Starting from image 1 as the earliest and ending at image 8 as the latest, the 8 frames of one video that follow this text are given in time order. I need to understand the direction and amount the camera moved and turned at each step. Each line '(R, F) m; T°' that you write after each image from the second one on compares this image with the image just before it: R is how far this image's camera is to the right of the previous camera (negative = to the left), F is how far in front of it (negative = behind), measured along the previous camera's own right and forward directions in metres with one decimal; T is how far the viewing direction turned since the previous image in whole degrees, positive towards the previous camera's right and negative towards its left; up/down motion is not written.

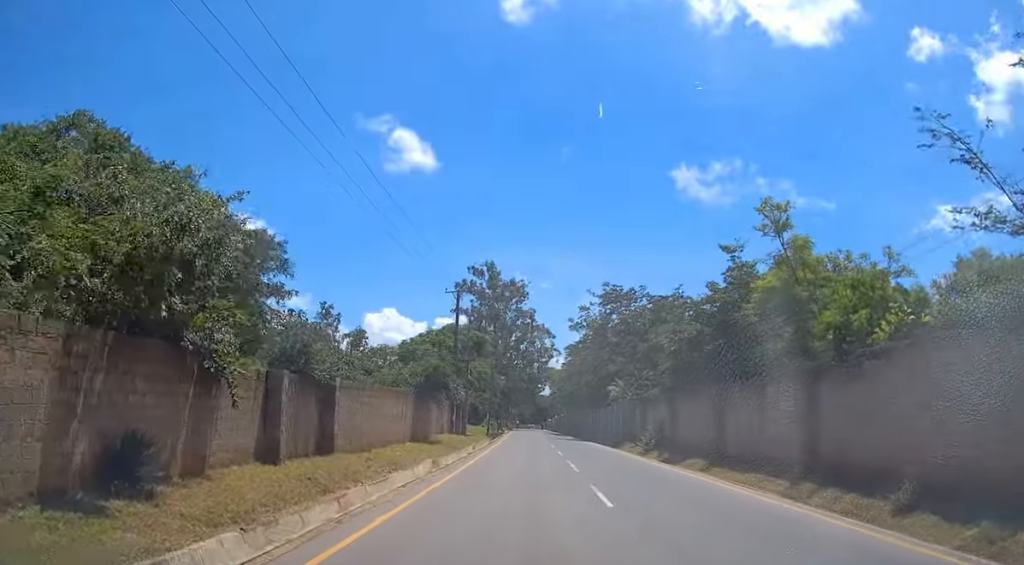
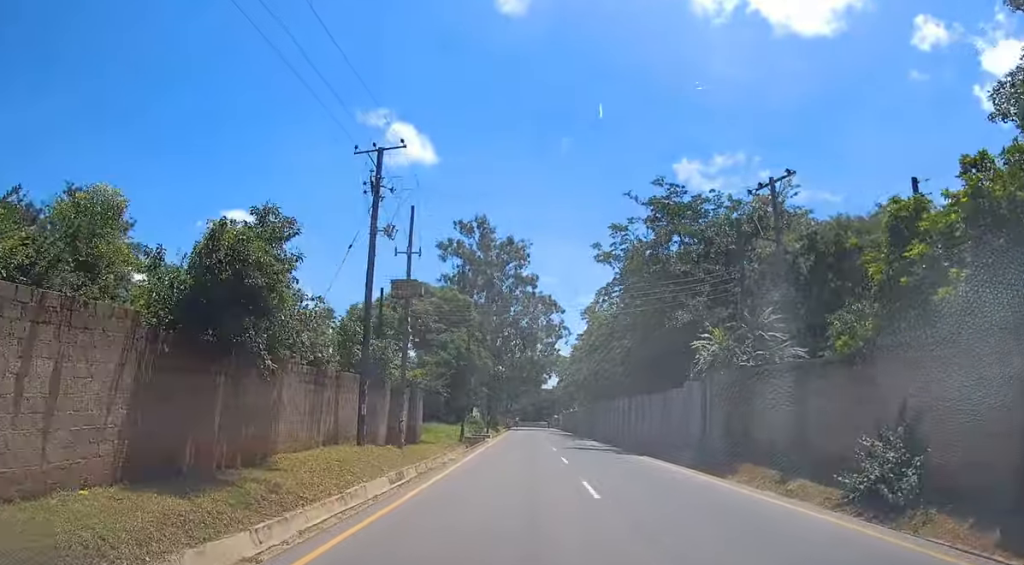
(-0.2, +26.2) m; 0°
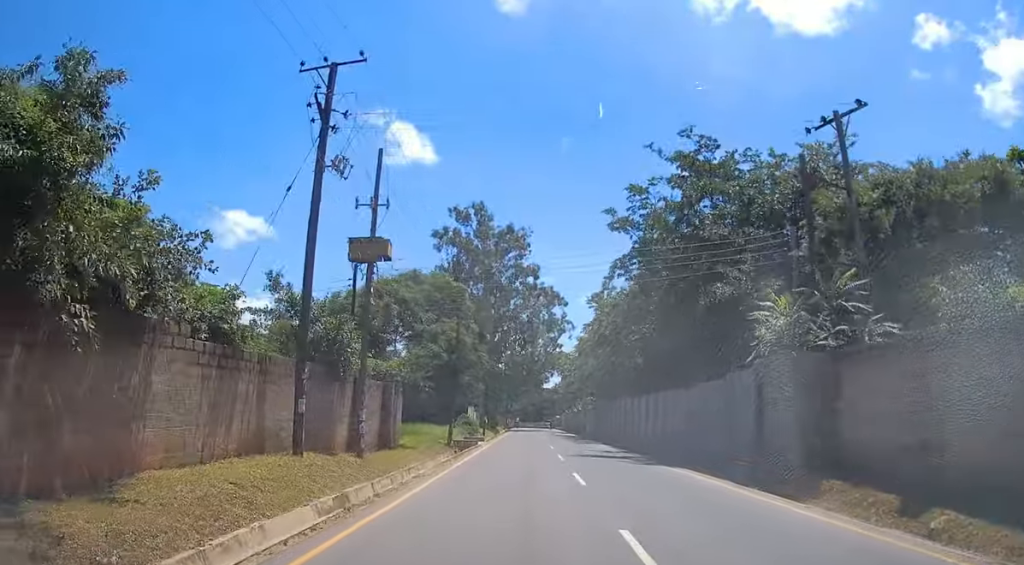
(0.0, +6.3) m; 0°
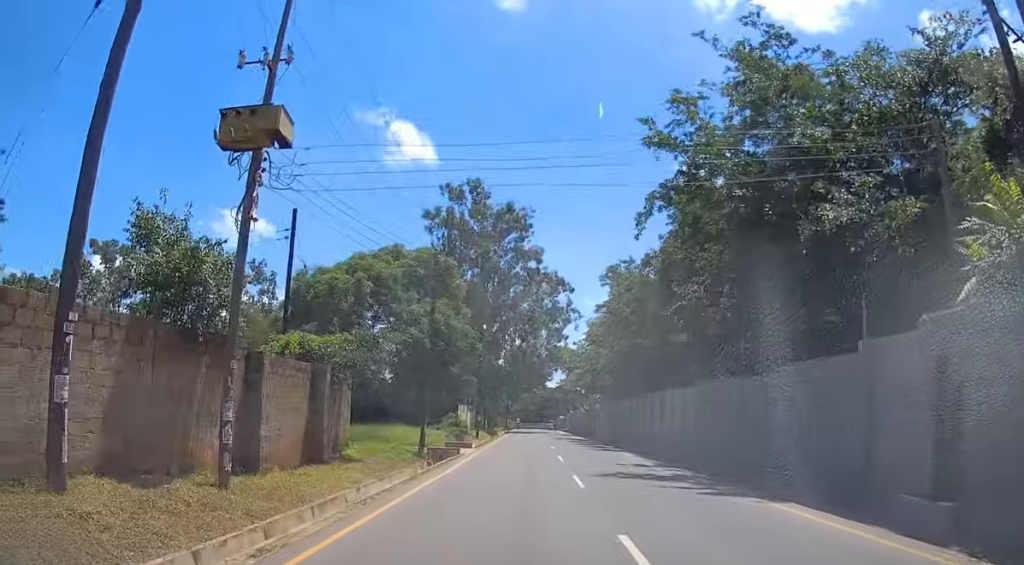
(0.0, +9.3) m; 0°
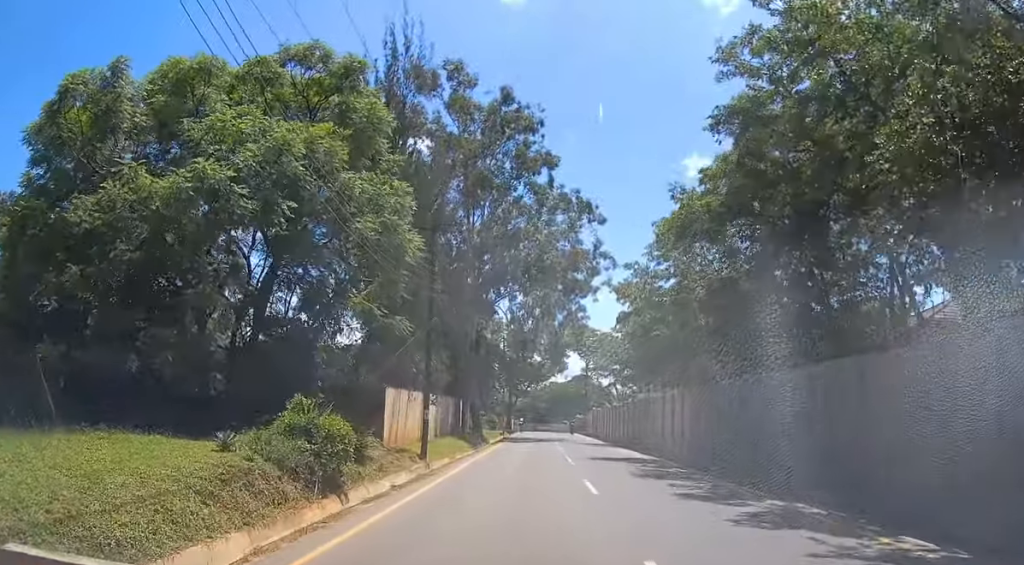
(0.0, +28.6) m; 0°
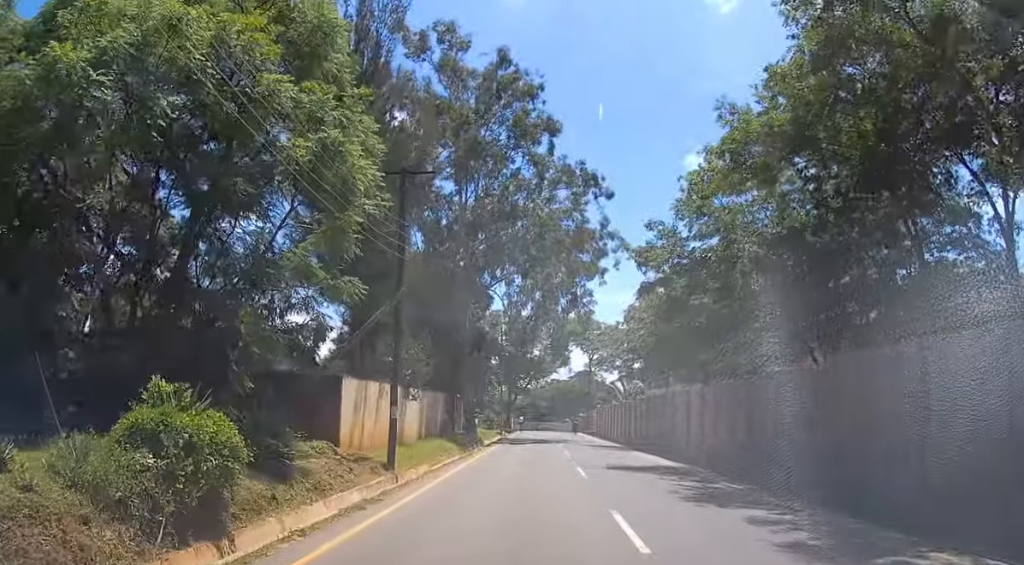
(0.0, +5.8) m; 0°
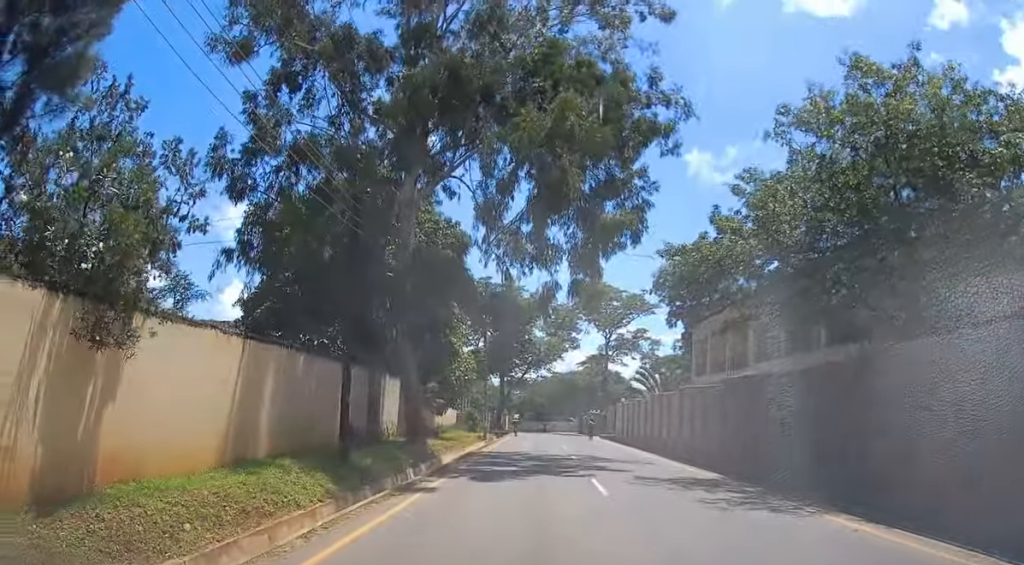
(-0.1, +21.8) m; 0°
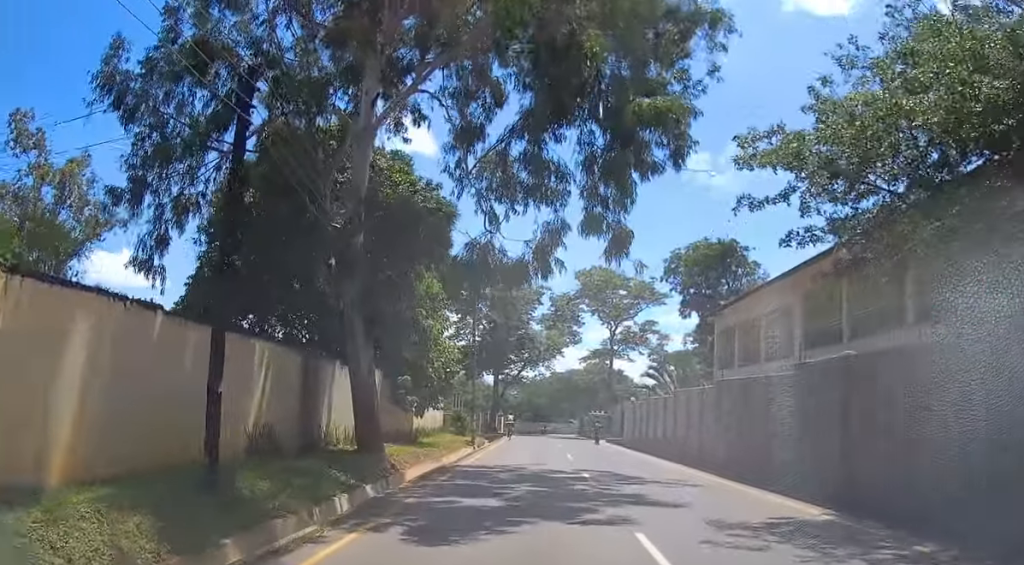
(0.0, +7.0) m; 0°
